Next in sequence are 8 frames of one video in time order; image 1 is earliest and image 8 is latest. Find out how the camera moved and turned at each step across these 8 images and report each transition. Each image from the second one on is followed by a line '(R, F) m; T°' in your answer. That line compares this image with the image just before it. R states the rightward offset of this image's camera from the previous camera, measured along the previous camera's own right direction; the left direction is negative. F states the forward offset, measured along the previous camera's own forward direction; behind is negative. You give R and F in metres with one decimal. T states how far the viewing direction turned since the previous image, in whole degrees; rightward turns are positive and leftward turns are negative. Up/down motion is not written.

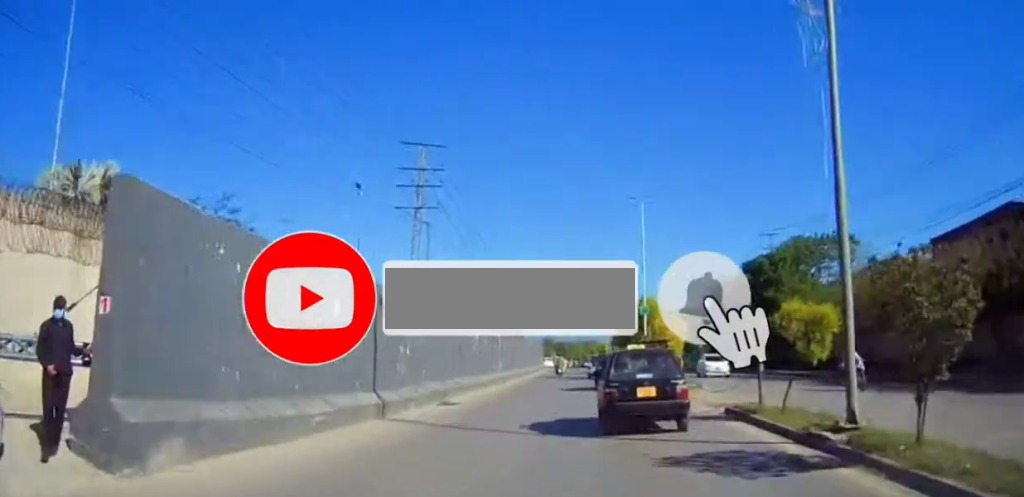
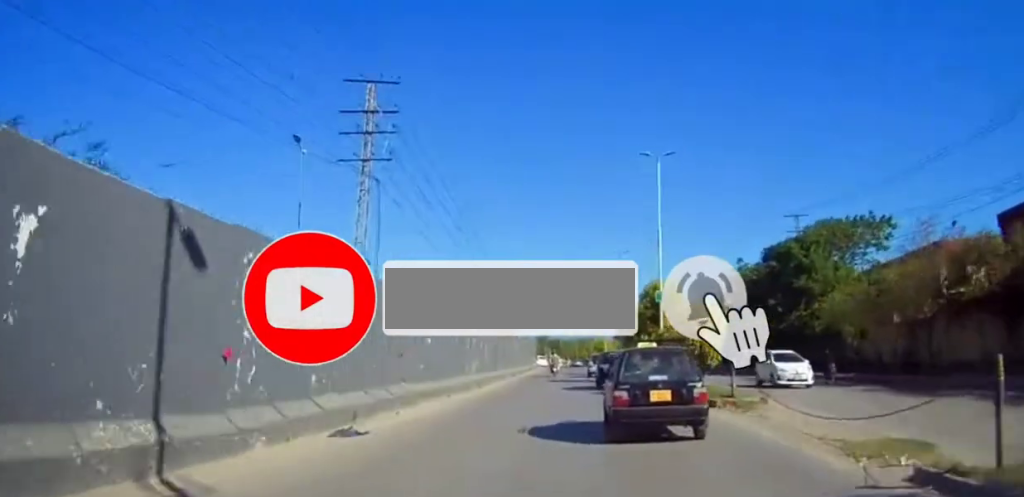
(-0.2, +8.6) m; 0°
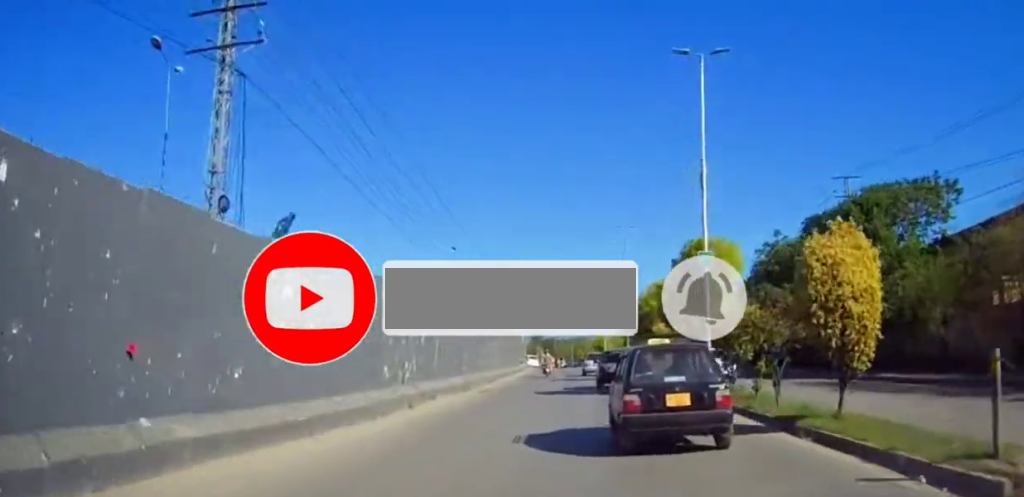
(+0.3, +11.3) m; +3°
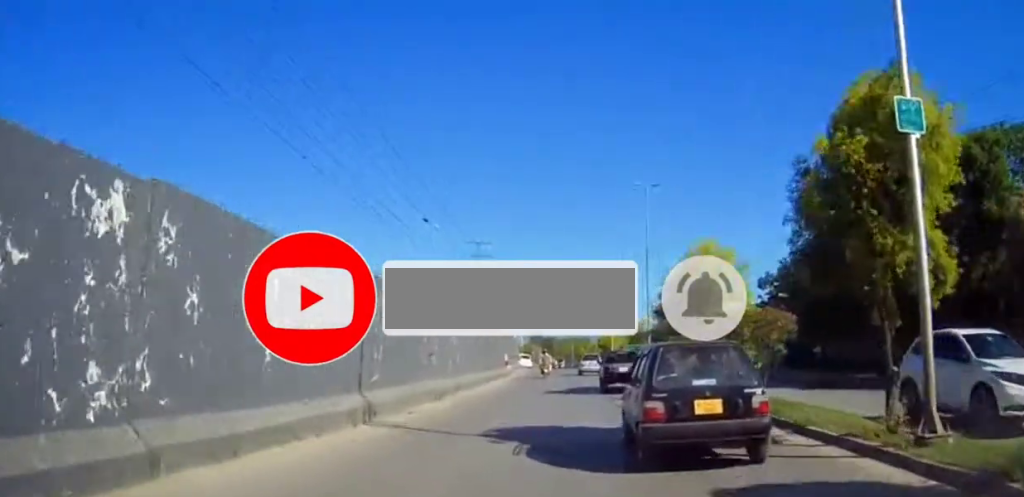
(+0.4, +12.6) m; 0°
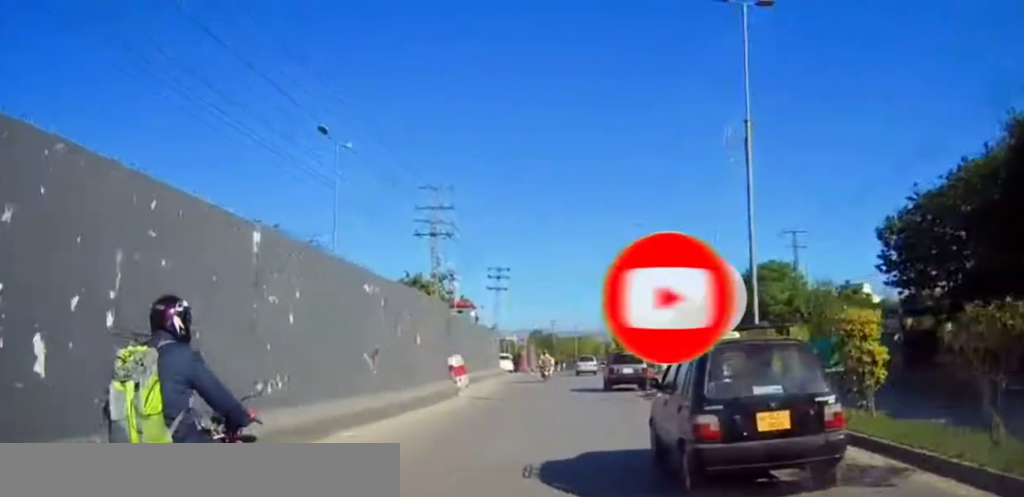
(-0.8, +20.3) m; -3°
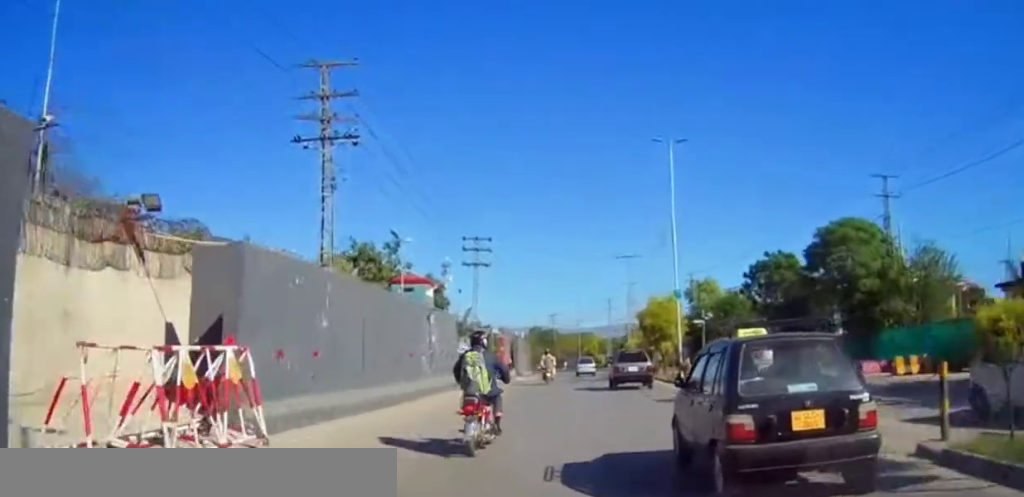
(0.0, +18.7) m; +2°
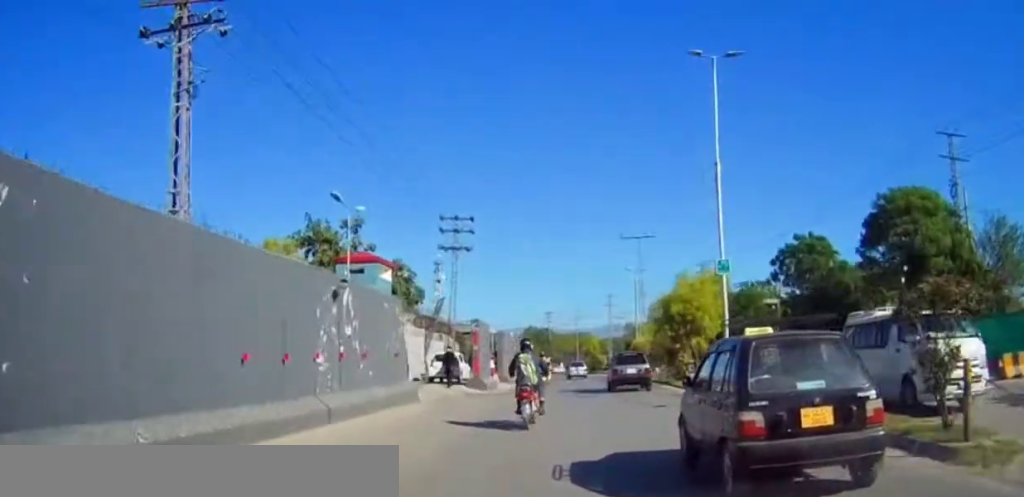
(+0.2, +9.0) m; +1°
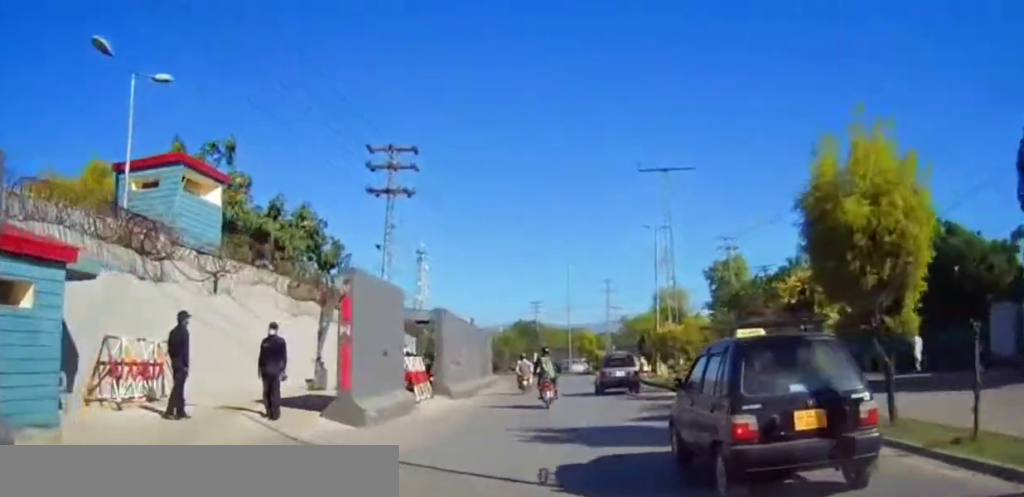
(+0.1, +16.0) m; 0°
